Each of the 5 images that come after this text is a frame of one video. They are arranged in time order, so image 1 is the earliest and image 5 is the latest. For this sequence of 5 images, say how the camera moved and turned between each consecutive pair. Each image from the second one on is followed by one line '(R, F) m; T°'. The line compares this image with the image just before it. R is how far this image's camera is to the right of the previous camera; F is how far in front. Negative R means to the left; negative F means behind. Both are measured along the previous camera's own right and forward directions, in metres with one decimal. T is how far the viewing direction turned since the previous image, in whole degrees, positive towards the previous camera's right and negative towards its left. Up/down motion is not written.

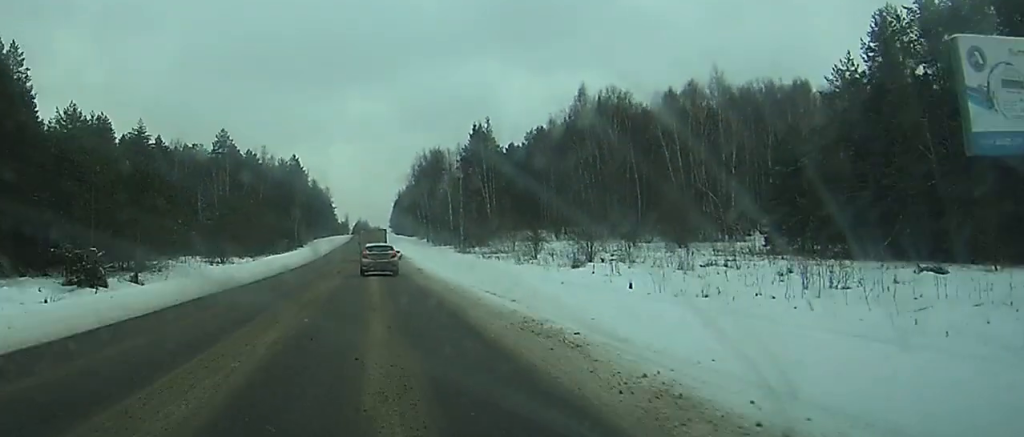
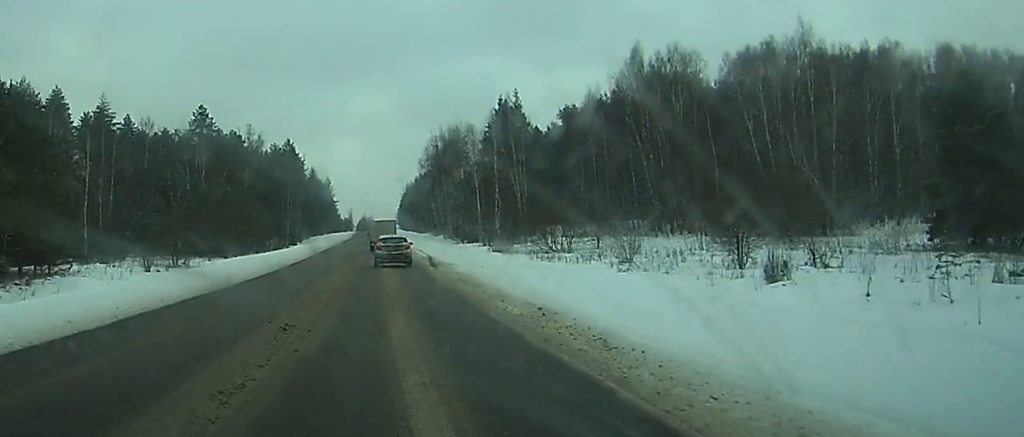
(+0.3, +31.4) m; +1°
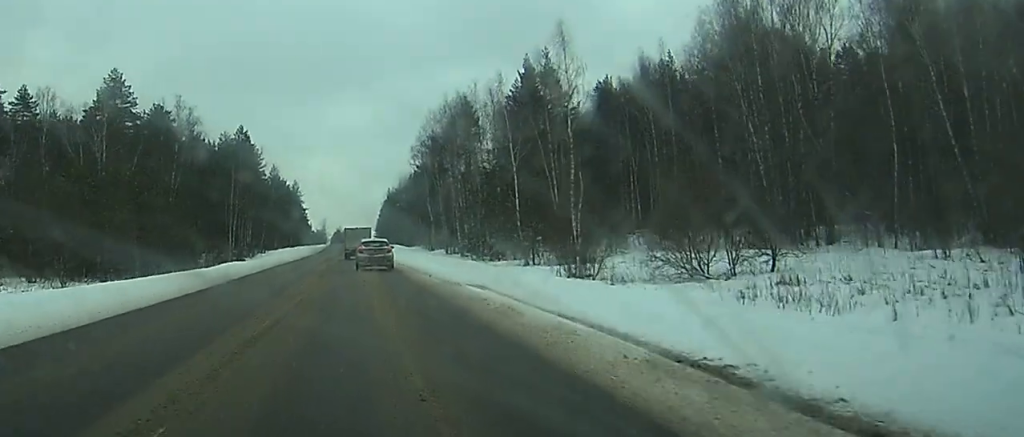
(-0.1, +46.1) m; 0°
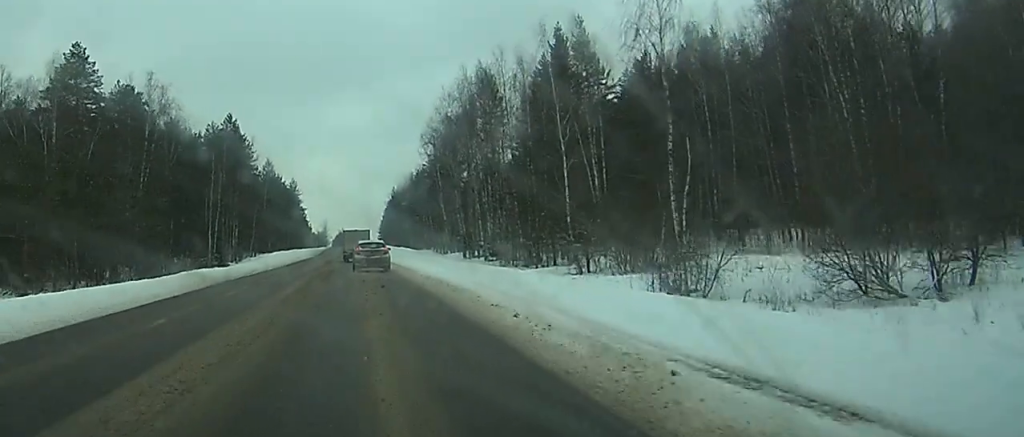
(0.0, +18.4) m; 0°
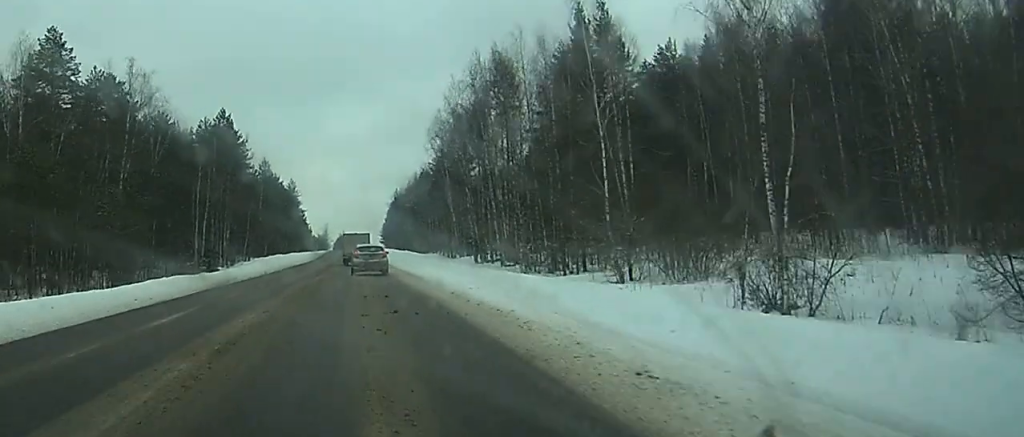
(0.0, +9.8) m; 0°
